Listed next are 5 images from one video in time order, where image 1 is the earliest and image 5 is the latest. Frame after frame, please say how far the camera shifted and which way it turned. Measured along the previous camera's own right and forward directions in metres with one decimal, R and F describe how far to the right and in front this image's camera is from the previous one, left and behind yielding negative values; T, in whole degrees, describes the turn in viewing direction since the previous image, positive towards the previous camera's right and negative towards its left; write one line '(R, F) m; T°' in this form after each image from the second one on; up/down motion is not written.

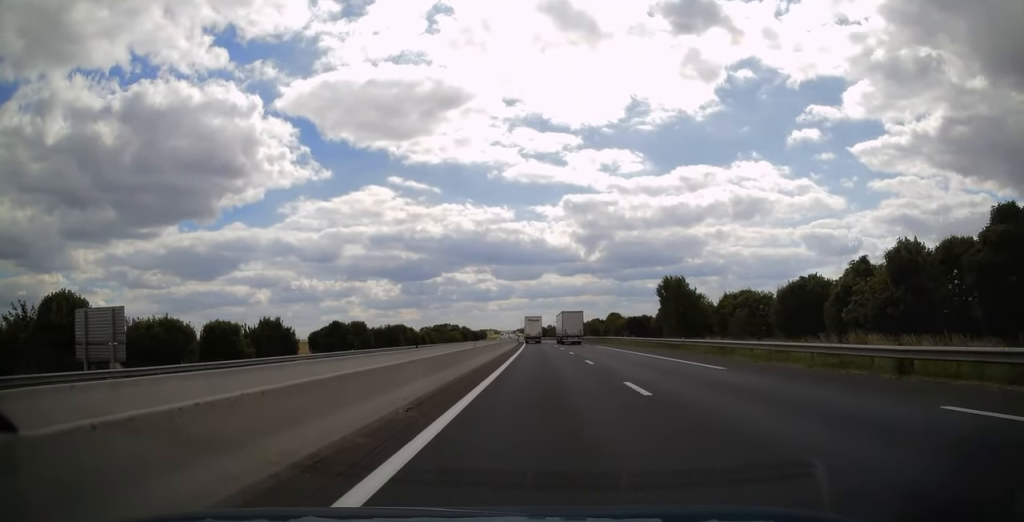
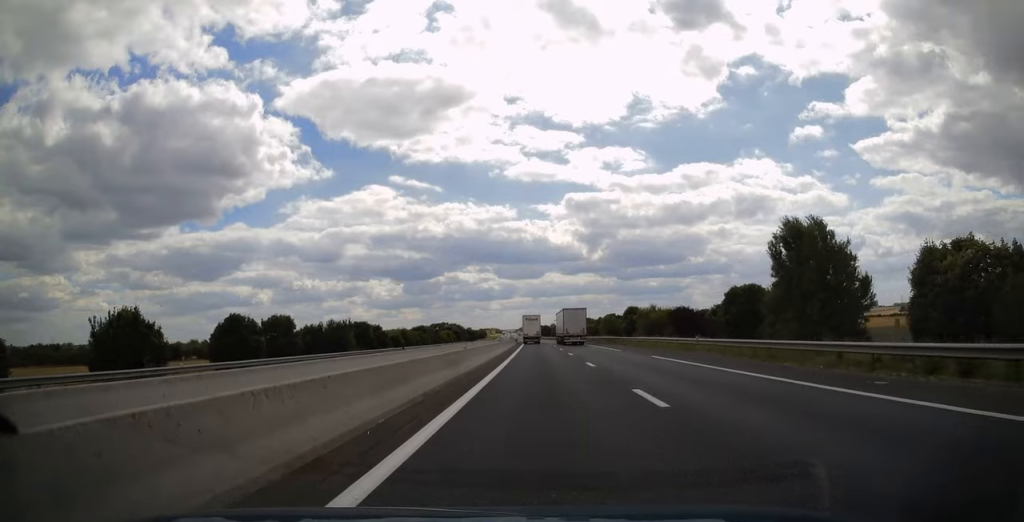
(0.0, +27.6) m; 0°
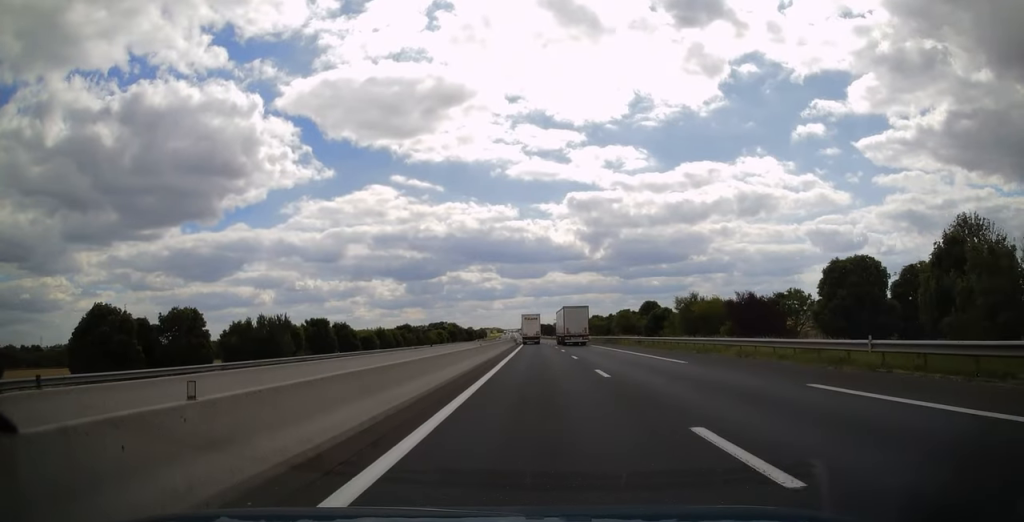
(+0.1, +18.2) m; 0°
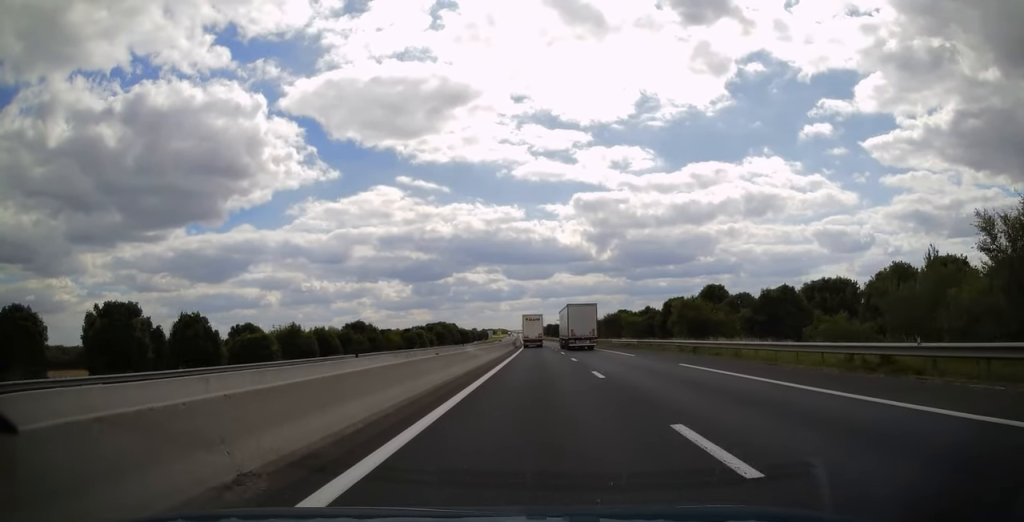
(-0.5, +37.9) m; -1°
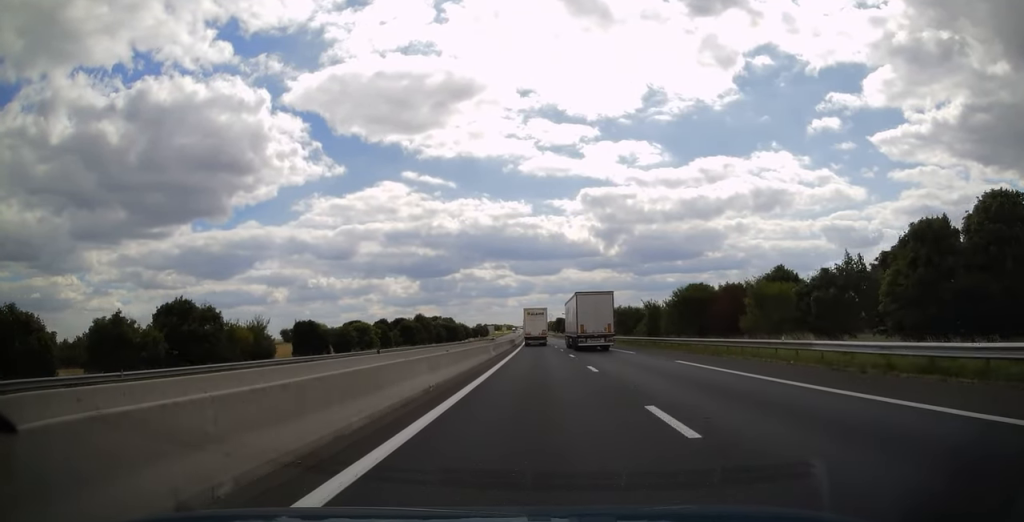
(-0.3, +49.1) m; -1°
